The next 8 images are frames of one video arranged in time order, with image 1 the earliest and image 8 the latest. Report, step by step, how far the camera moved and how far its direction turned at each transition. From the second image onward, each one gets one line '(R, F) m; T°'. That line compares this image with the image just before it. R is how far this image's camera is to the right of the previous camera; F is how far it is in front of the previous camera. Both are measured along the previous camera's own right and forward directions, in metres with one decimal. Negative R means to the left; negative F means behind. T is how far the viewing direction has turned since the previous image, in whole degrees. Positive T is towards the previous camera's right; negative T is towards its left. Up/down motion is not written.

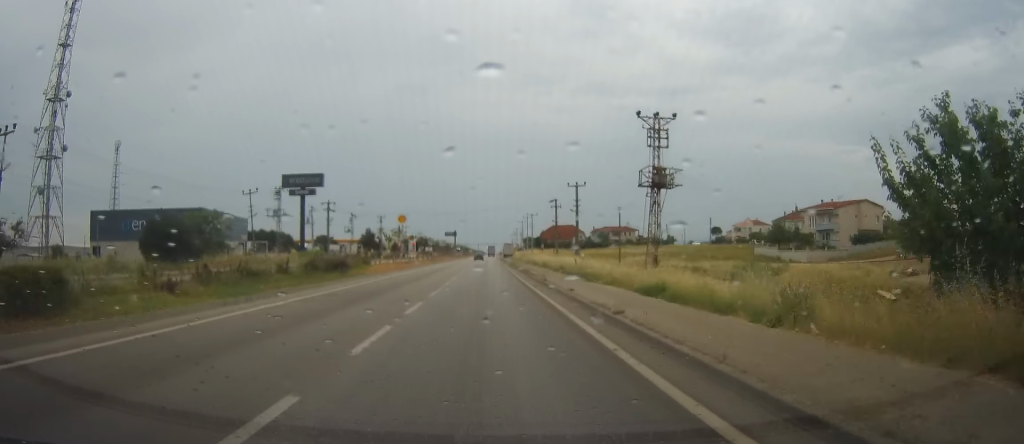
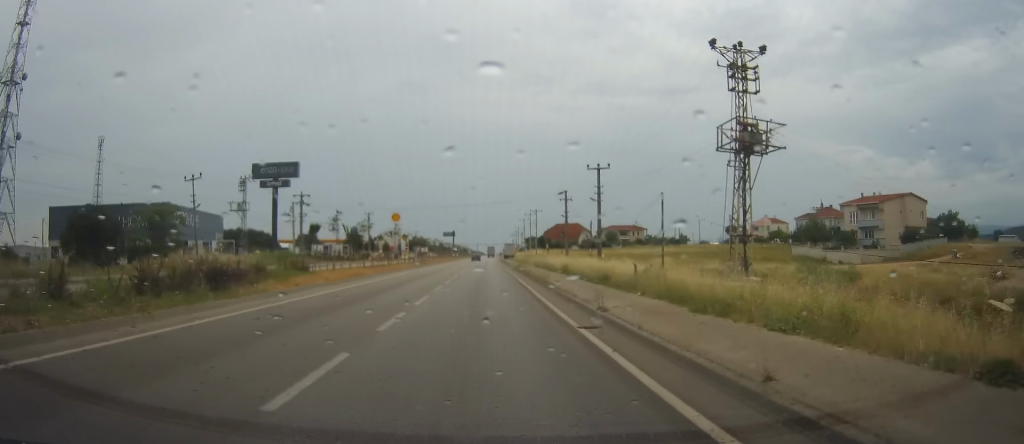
(0.0, +16.0) m; 0°
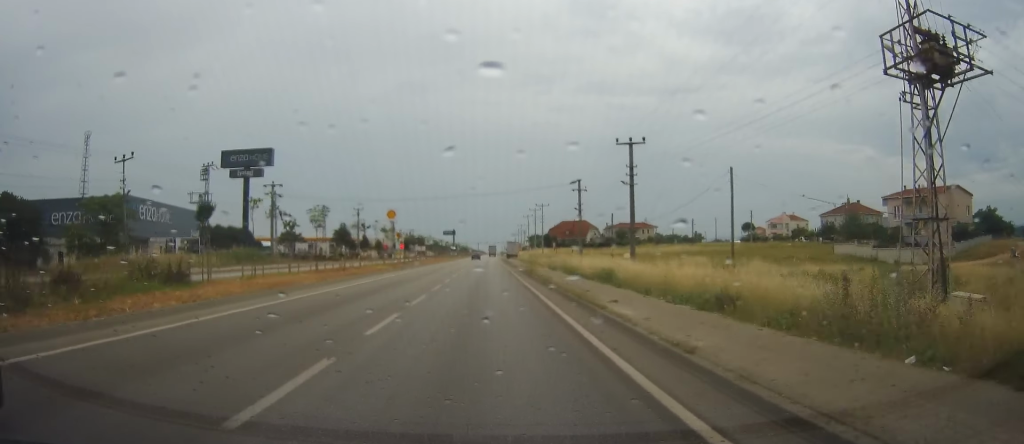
(0.0, +13.1) m; -1°
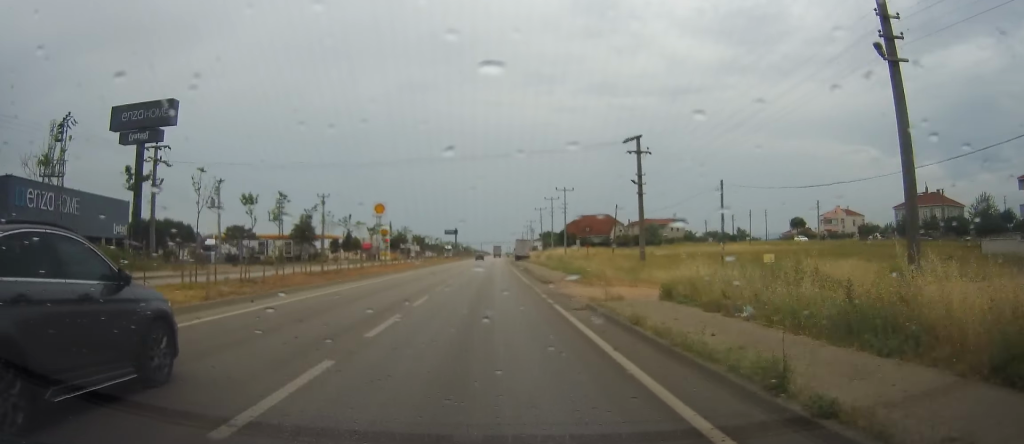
(-0.4, +32.0) m; 0°
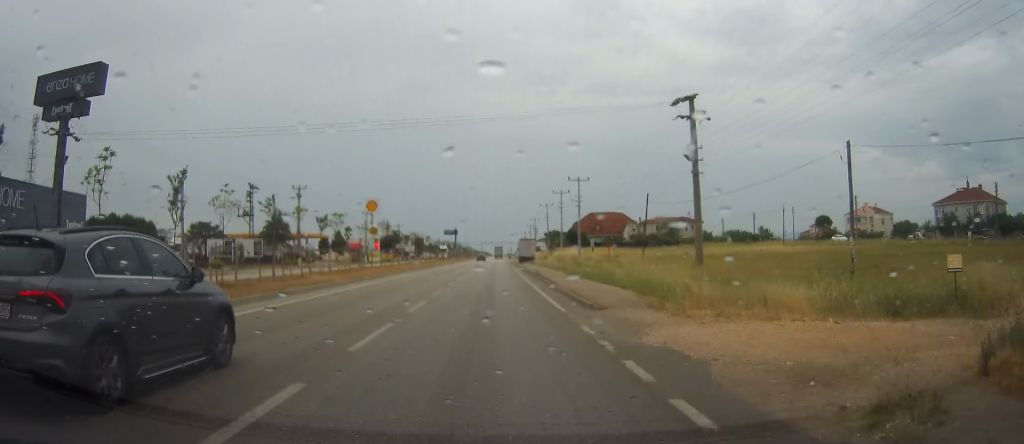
(+0.1, +14.0) m; +1°
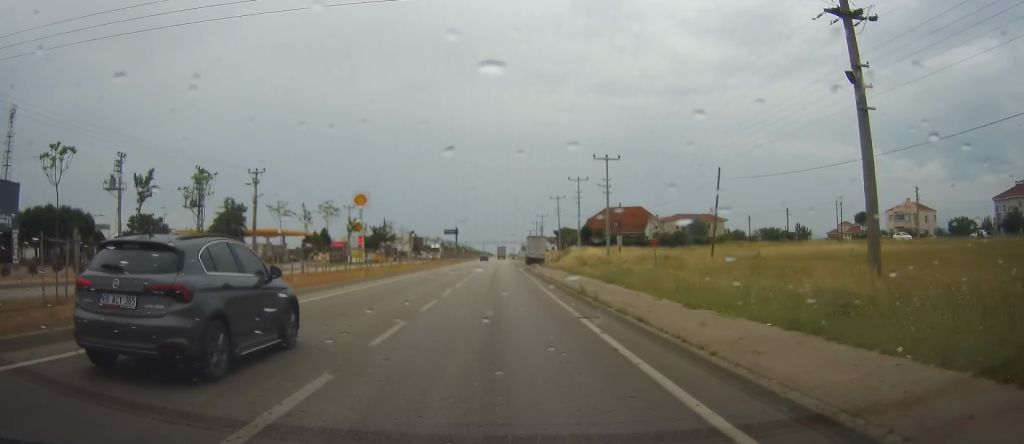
(+0.1, +19.1) m; -1°
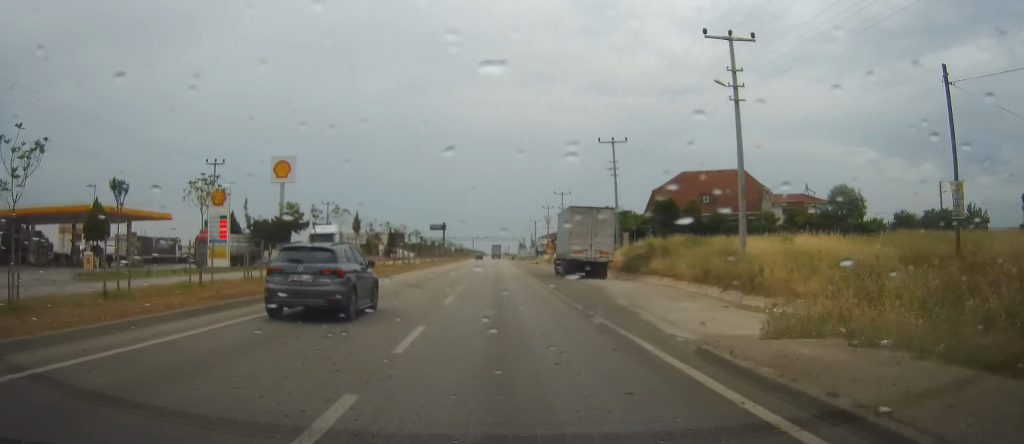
(0.0, +56.4) m; +1°
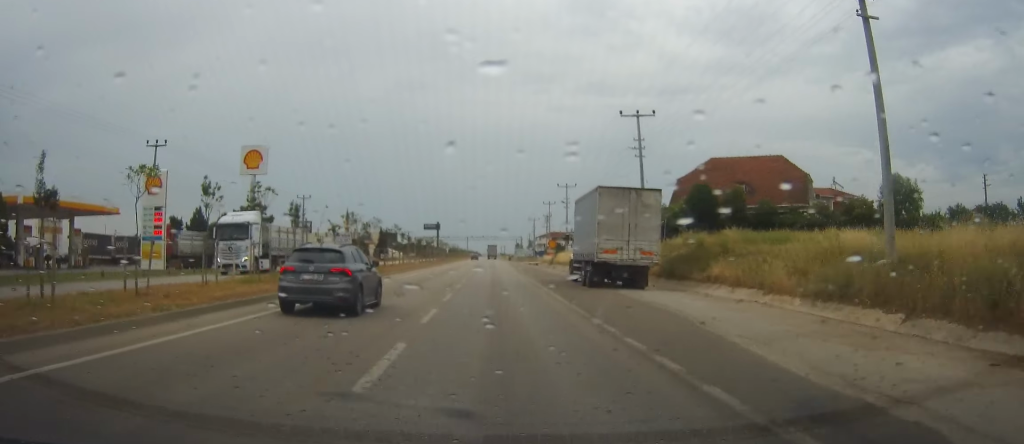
(0.0, +11.4) m; 0°
